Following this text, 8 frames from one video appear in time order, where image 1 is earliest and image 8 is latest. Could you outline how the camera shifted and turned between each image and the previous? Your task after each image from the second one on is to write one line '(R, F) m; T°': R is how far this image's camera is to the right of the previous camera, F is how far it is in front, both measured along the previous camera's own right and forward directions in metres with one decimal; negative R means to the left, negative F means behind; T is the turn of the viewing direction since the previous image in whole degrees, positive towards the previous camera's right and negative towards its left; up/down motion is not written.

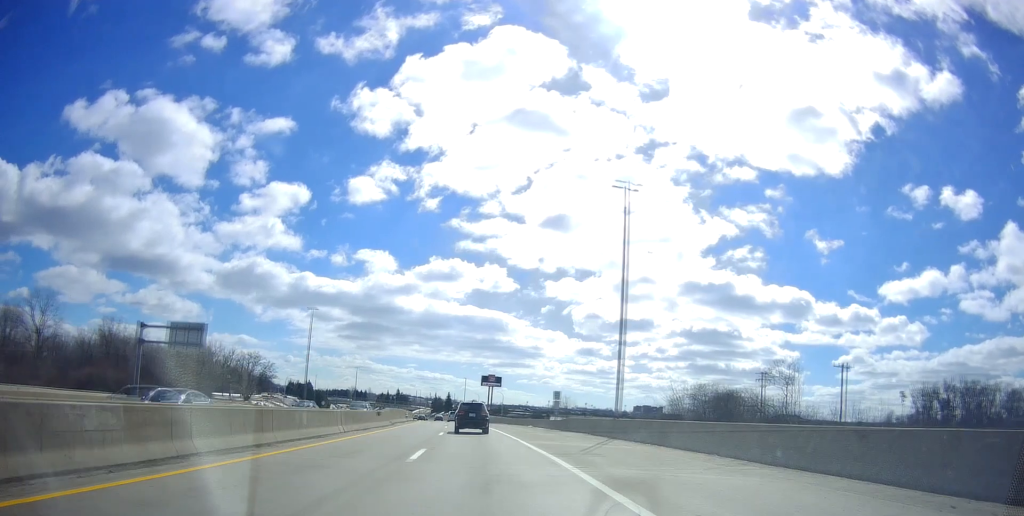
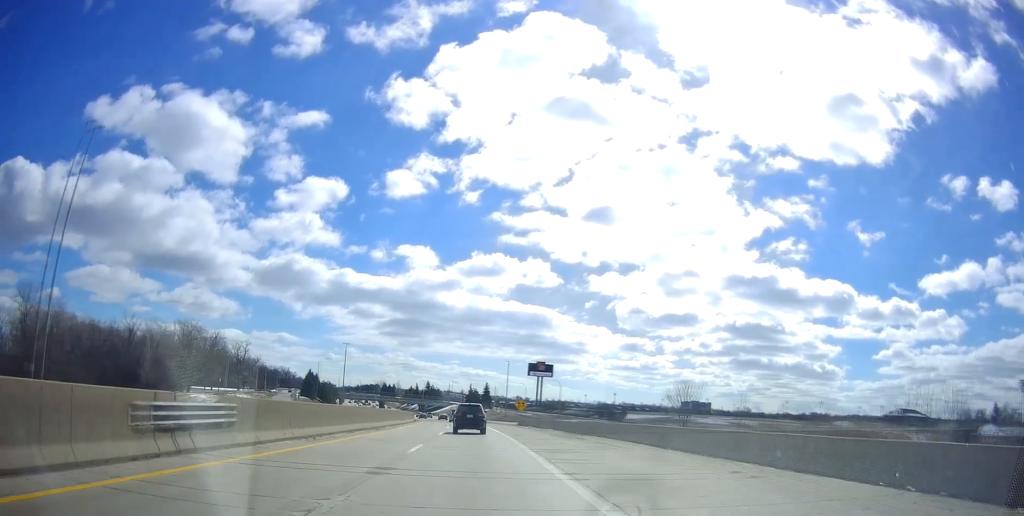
(-3.8, +57.9) m; -6°
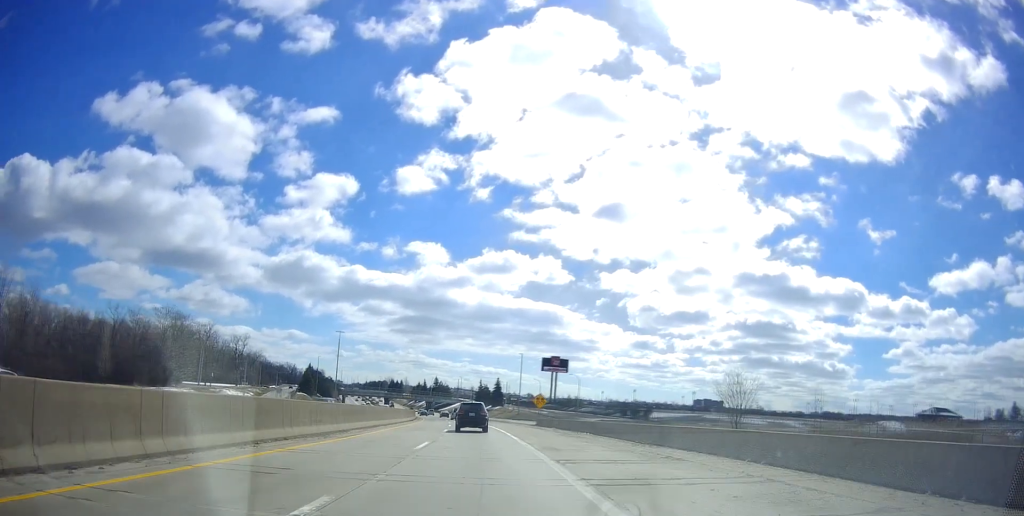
(0.0, +13.7) m; 0°
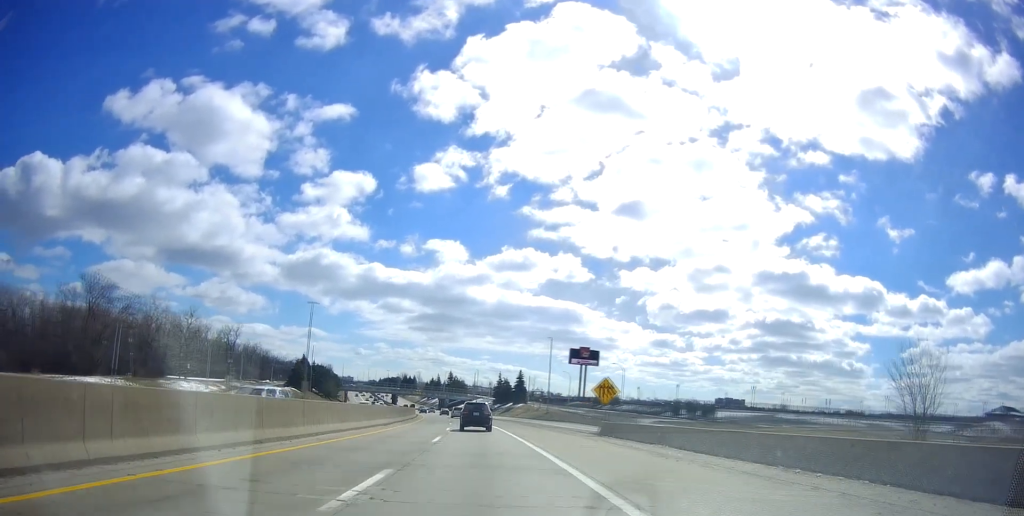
(-0.2, +27.3) m; -1°
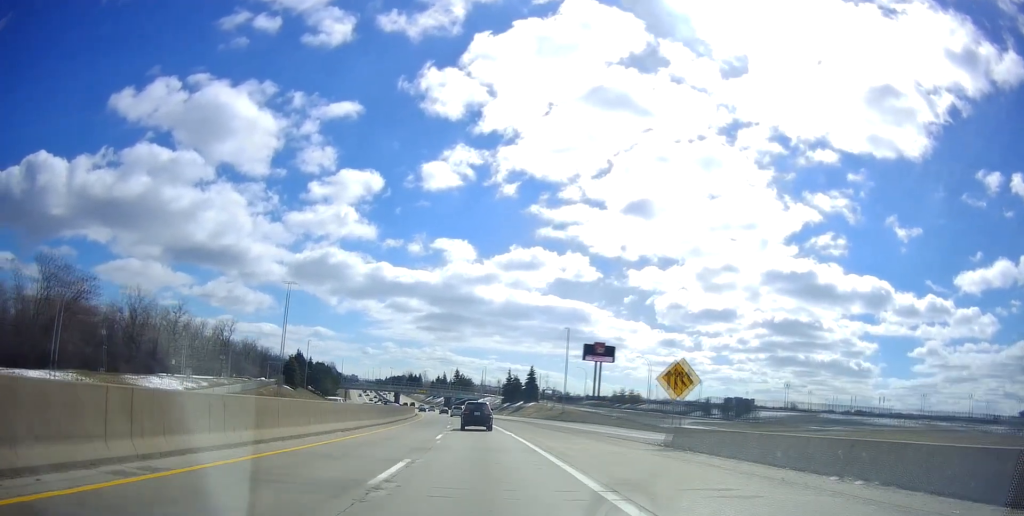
(-0.1, +12.8) m; -1°
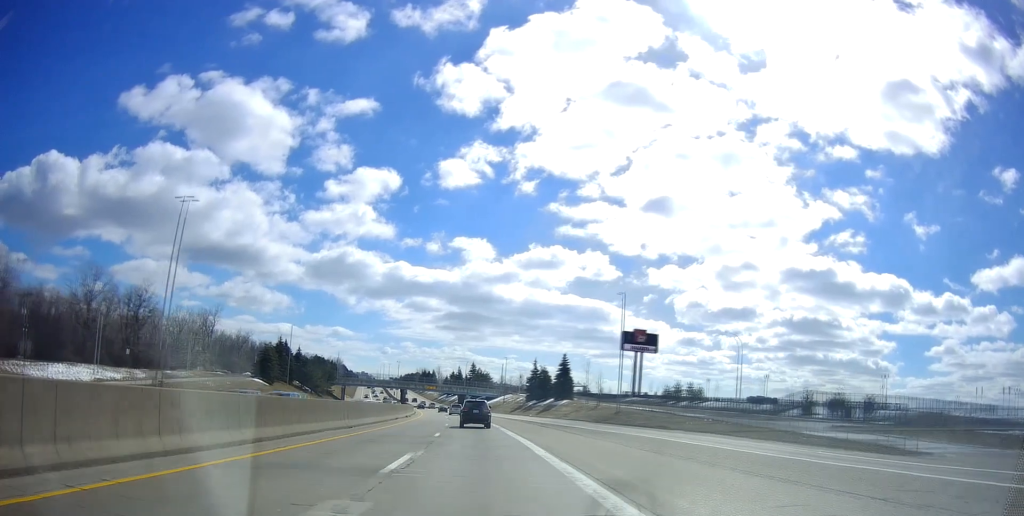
(-0.2, +29.3) m; -2°
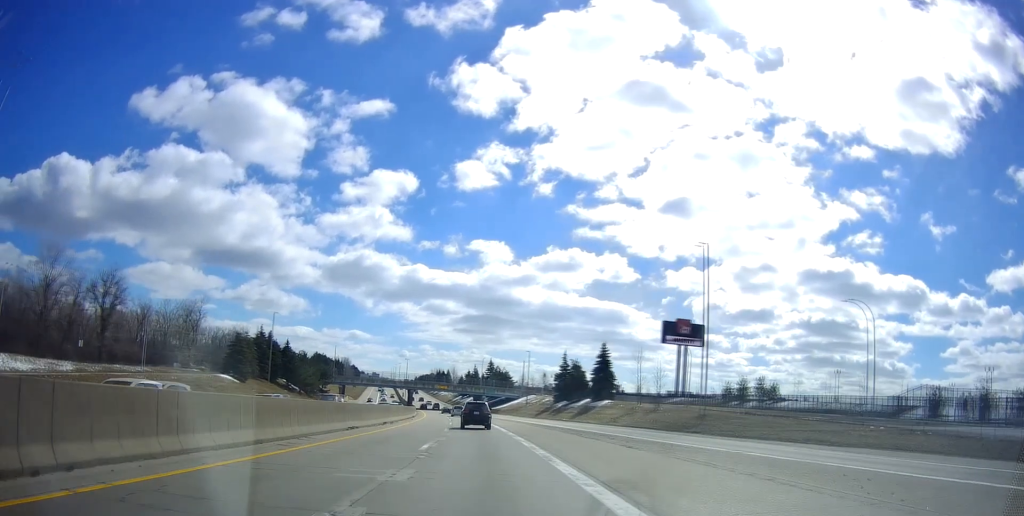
(-0.4, +23.0) m; -2°
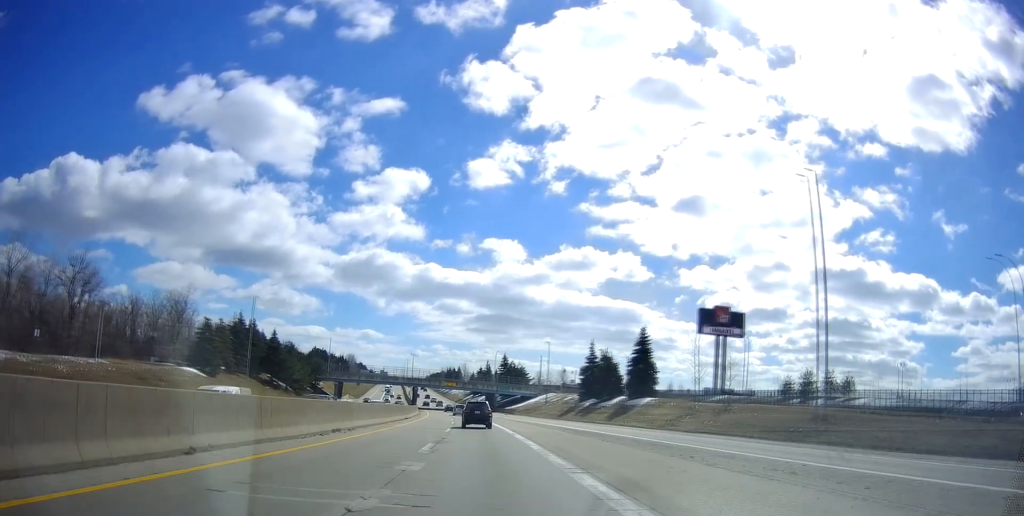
(-0.2, +16.7) m; -1°
